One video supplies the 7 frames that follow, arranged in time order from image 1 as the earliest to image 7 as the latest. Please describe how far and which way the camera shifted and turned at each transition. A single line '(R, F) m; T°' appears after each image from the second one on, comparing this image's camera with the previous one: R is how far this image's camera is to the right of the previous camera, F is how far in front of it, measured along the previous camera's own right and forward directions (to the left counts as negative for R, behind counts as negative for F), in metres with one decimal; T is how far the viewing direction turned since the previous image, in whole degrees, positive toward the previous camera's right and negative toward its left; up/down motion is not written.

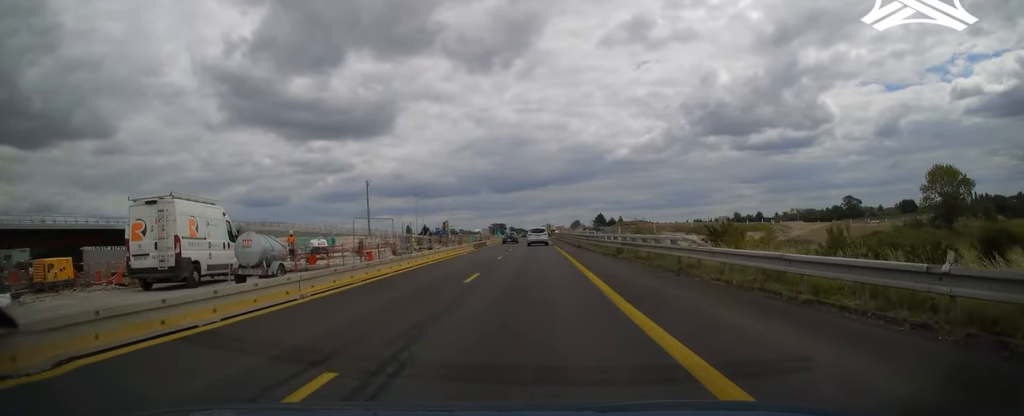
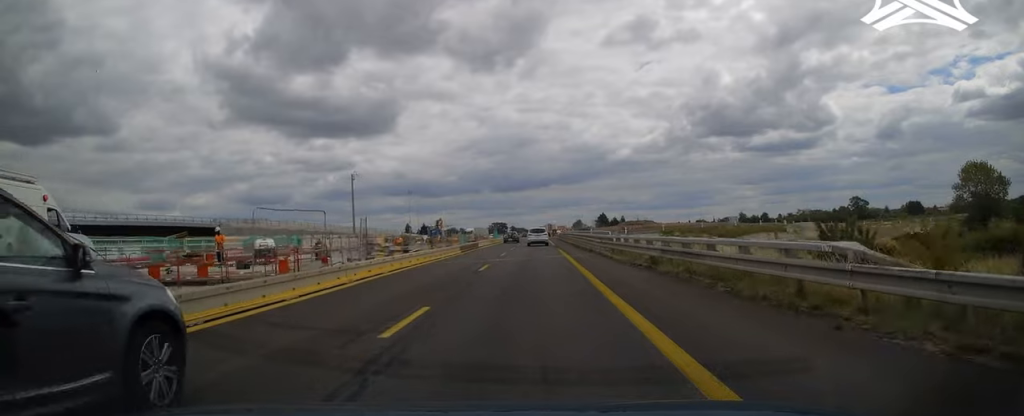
(0.0, +8.6) m; 0°
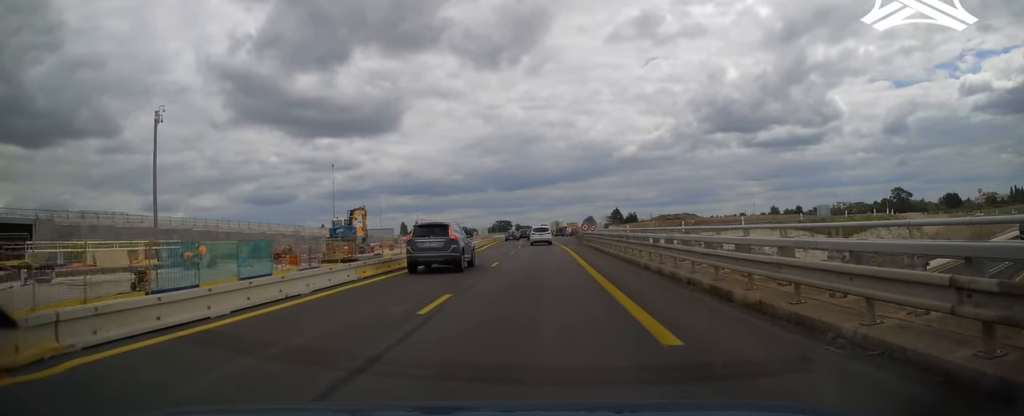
(0.0, +49.8) m; 0°
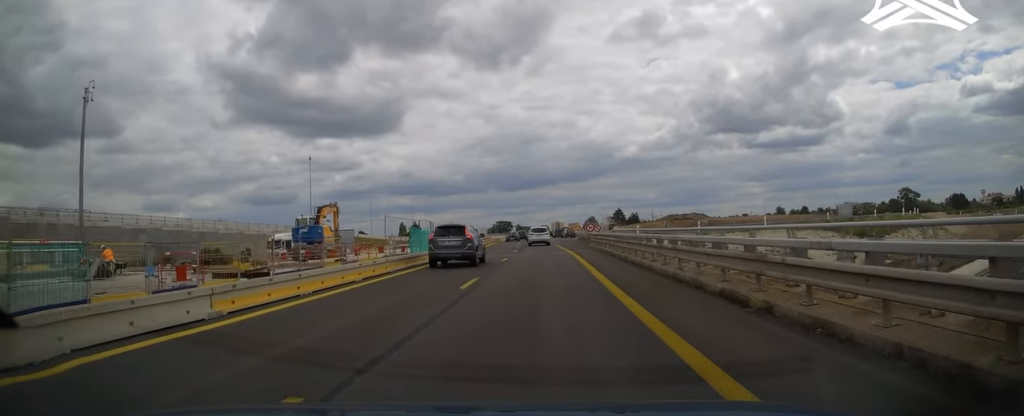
(0.0, +8.3) m; 0°
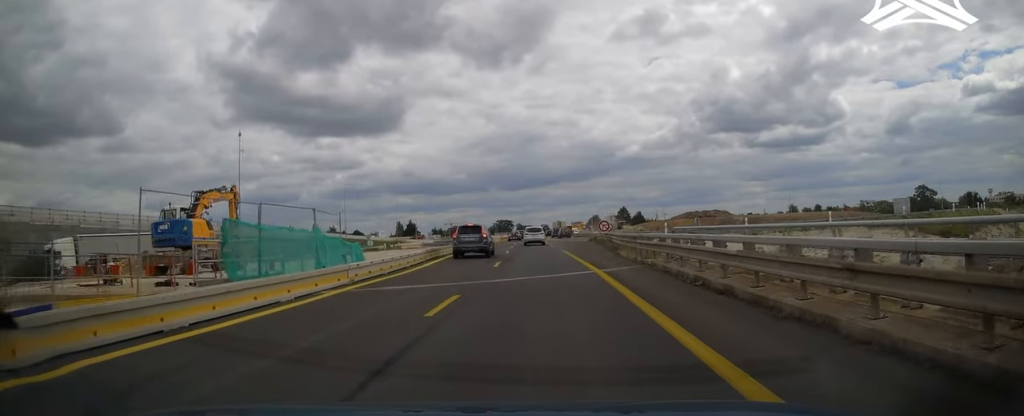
(-0.1, +17.6) m; 0°
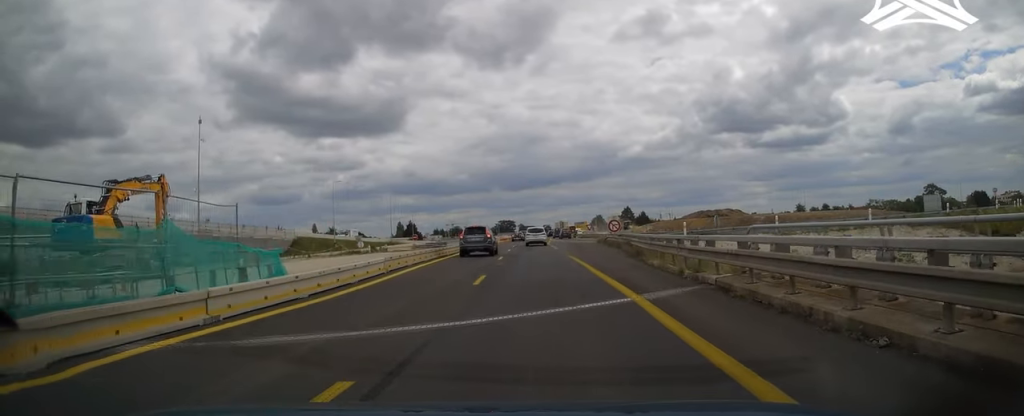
(0.0, +7.4) m; 0°
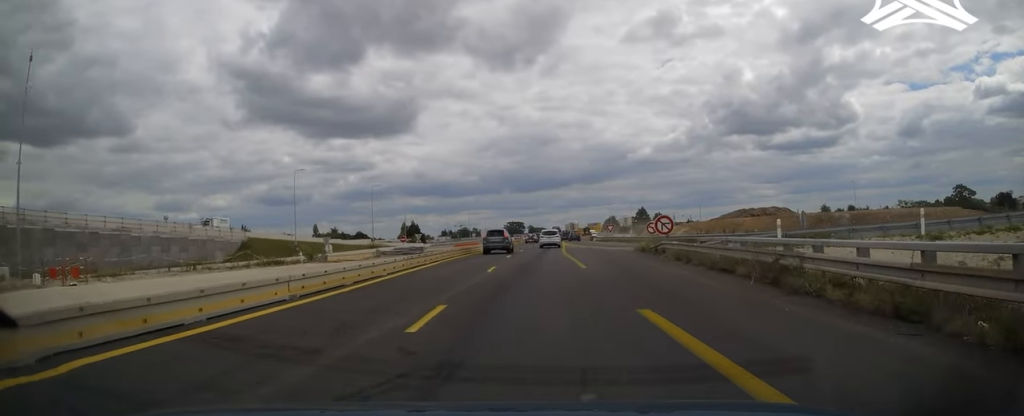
(0.0, +20.4) m; -1°
